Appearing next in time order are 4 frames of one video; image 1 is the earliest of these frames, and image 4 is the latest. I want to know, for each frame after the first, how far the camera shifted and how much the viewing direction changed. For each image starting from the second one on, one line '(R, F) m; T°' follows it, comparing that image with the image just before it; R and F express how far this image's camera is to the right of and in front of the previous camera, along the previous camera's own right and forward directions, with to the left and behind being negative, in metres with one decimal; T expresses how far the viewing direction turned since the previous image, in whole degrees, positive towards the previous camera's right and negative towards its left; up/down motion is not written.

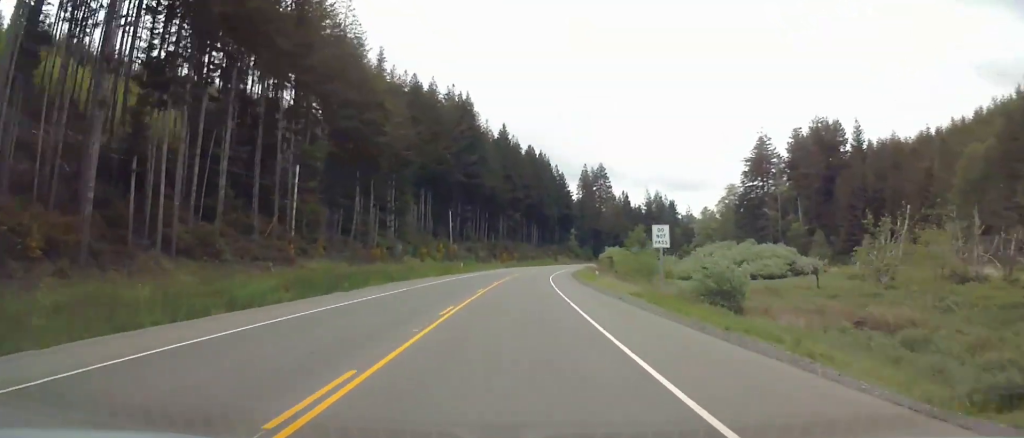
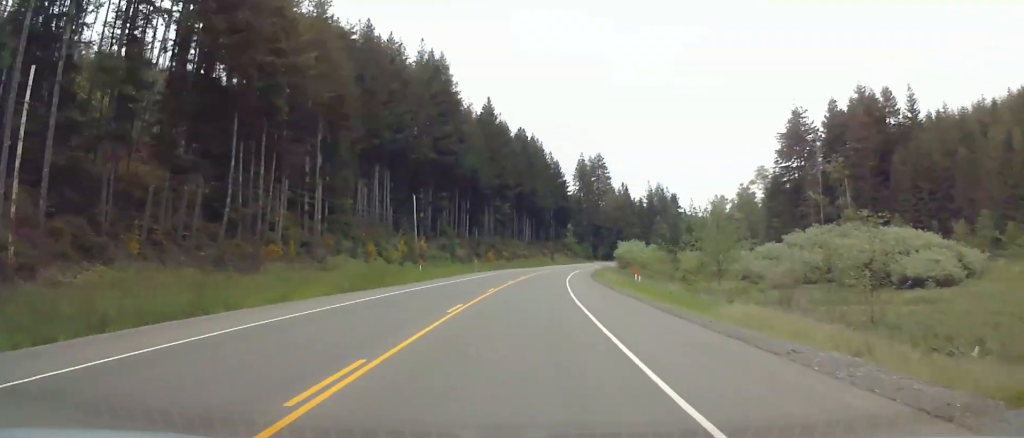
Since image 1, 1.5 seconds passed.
(-0.3, +37.2) m; 0°
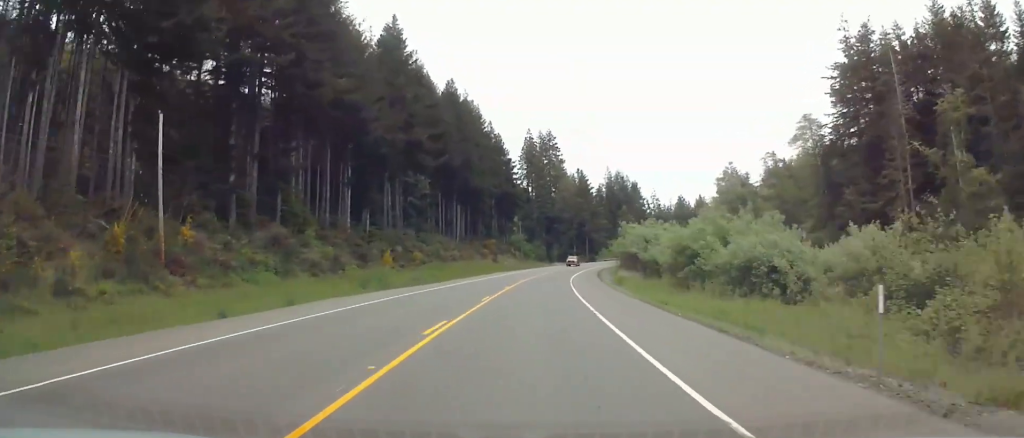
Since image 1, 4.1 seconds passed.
(+1.2, +67.0) m; +5°
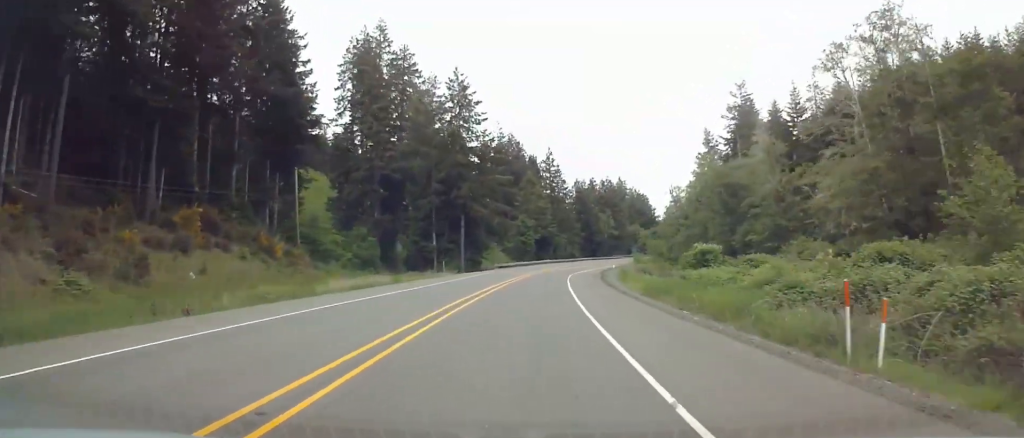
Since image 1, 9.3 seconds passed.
(+9.5, +126.8) m; +8°
